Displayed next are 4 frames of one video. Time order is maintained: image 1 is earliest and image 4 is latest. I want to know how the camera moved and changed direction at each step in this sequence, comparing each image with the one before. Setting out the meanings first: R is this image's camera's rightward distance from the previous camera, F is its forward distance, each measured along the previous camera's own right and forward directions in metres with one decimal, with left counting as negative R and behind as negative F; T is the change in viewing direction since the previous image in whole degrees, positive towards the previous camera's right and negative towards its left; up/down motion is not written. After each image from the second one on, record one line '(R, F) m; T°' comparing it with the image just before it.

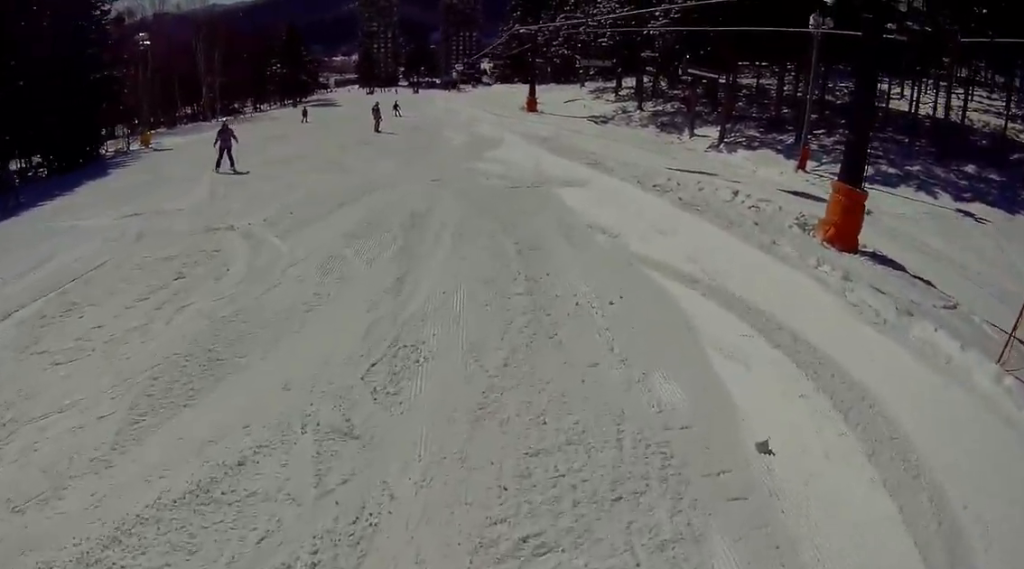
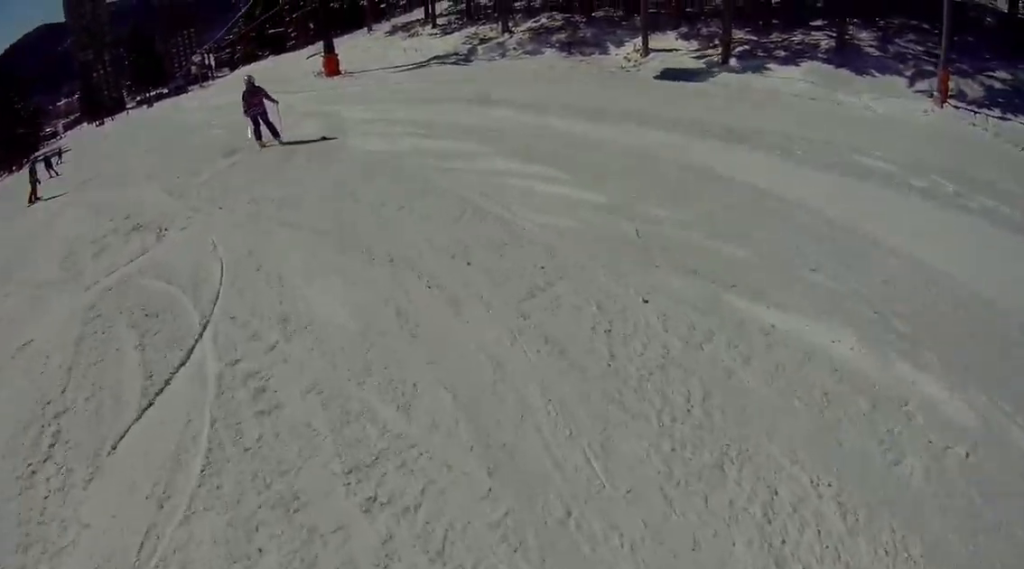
(-0.5, +21.9) m; +16°
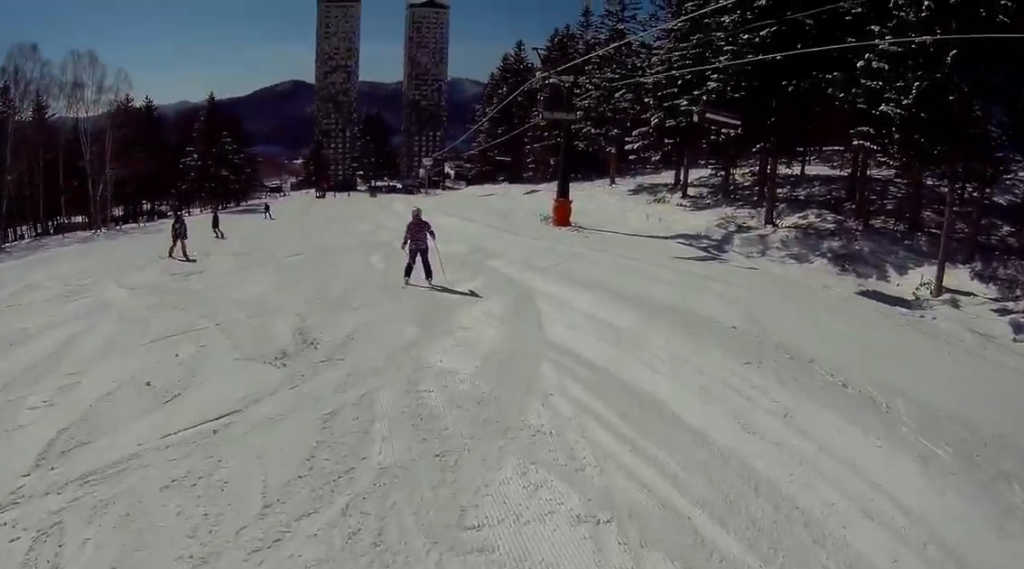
(-0.9, +8.5) m; -14°
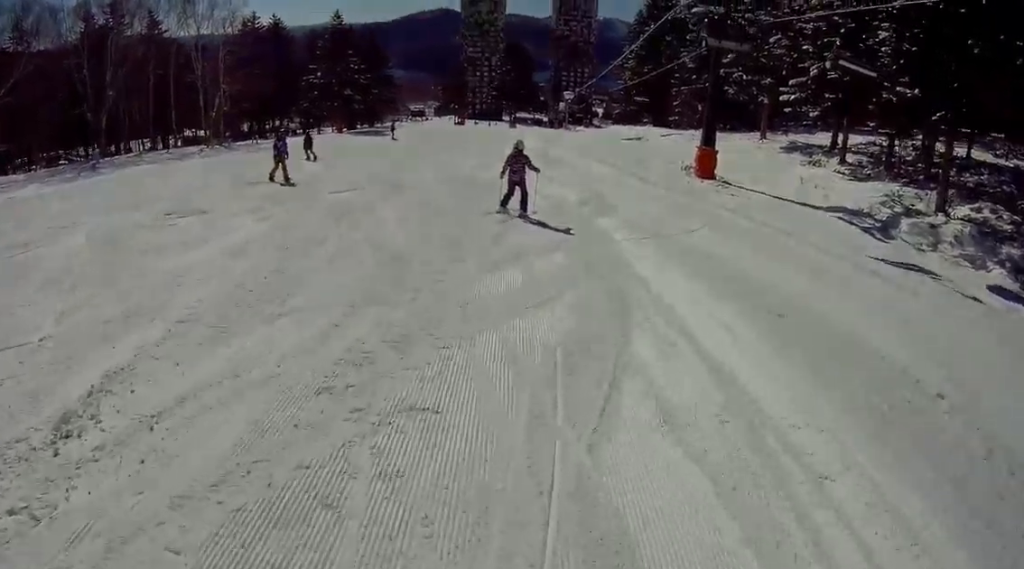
(-0.4, +5.1) m; -9°
